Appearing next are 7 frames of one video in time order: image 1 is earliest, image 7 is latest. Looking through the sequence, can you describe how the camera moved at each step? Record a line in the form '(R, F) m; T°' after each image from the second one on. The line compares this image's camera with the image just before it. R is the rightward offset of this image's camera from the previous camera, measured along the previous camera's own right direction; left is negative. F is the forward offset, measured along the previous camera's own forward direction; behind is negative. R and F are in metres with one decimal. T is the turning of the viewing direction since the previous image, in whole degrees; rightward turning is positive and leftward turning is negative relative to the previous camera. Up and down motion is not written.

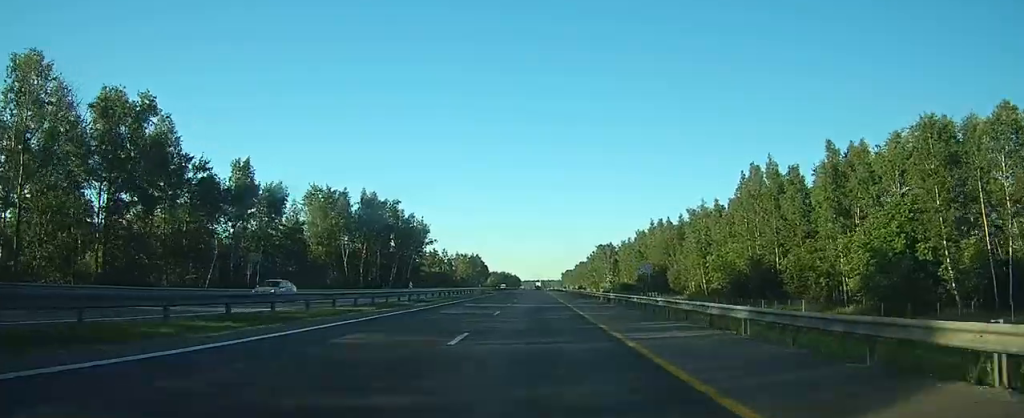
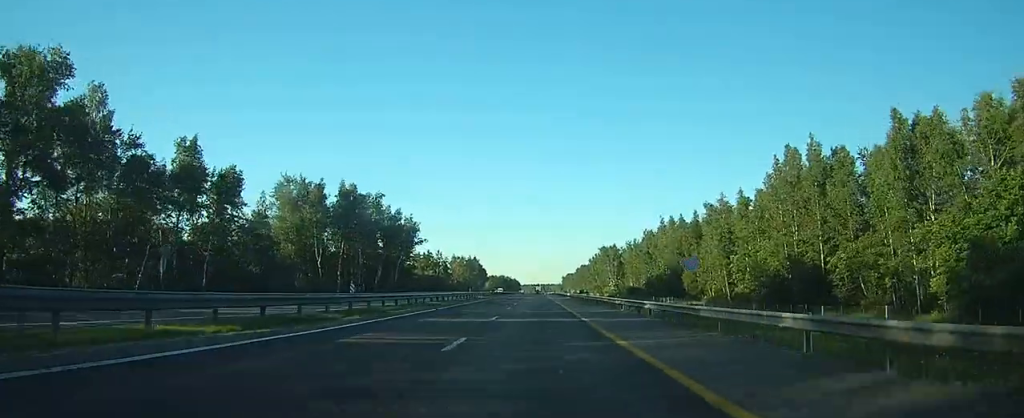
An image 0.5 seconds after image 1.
(0.0, +12.6) m; 0°
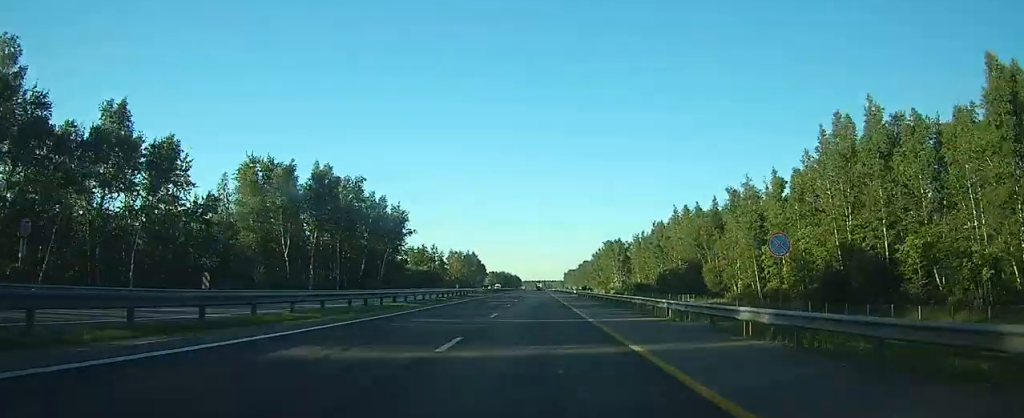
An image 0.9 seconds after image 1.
(+0.2, +12.6) m; 0°
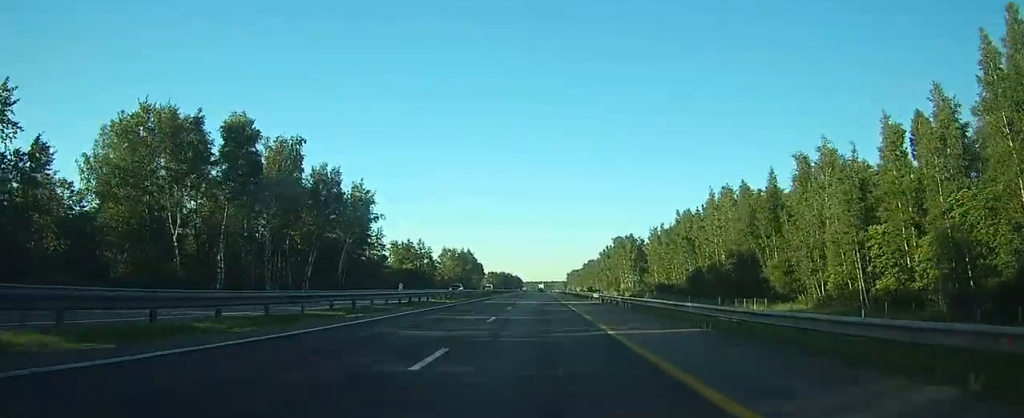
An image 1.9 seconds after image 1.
(-0.2, +26.2) m; -1°
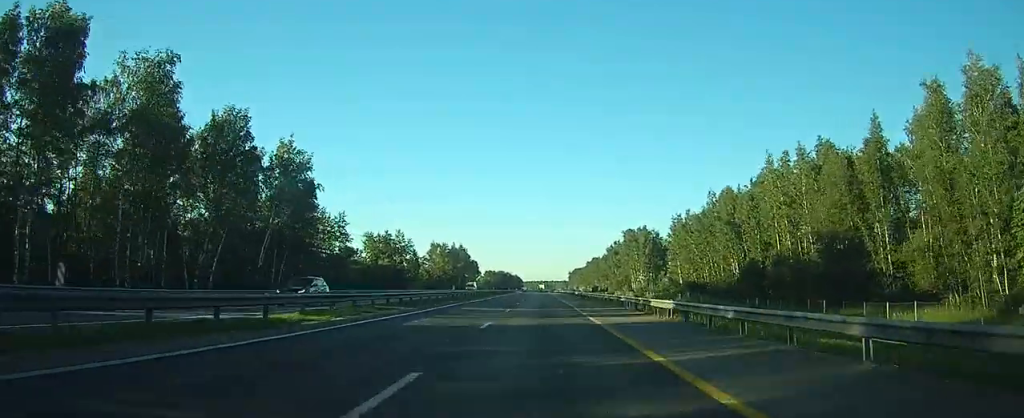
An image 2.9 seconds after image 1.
(-0.1, +27.1) m; 0°
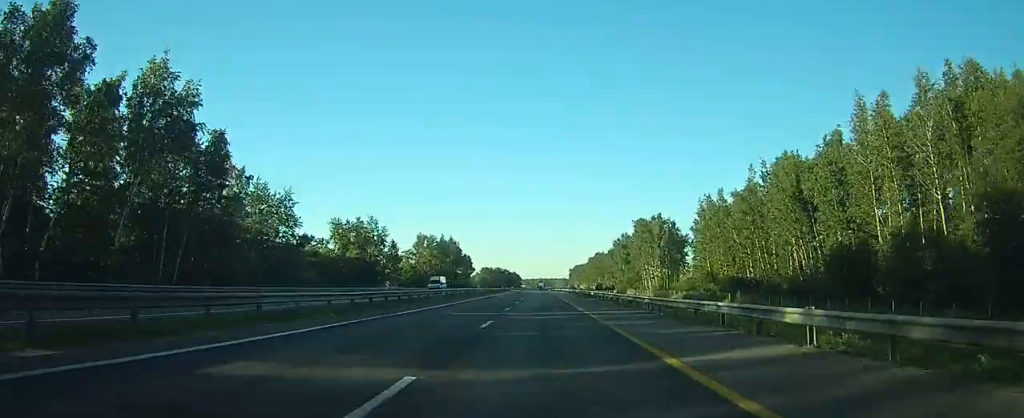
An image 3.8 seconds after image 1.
(+0.1, +24.5) m; 0°
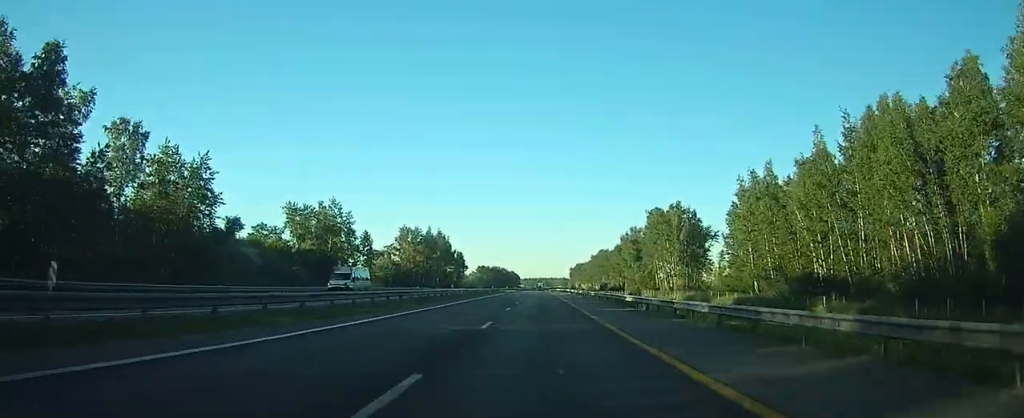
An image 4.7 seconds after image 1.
(0.0, +23.6) m; 0°
